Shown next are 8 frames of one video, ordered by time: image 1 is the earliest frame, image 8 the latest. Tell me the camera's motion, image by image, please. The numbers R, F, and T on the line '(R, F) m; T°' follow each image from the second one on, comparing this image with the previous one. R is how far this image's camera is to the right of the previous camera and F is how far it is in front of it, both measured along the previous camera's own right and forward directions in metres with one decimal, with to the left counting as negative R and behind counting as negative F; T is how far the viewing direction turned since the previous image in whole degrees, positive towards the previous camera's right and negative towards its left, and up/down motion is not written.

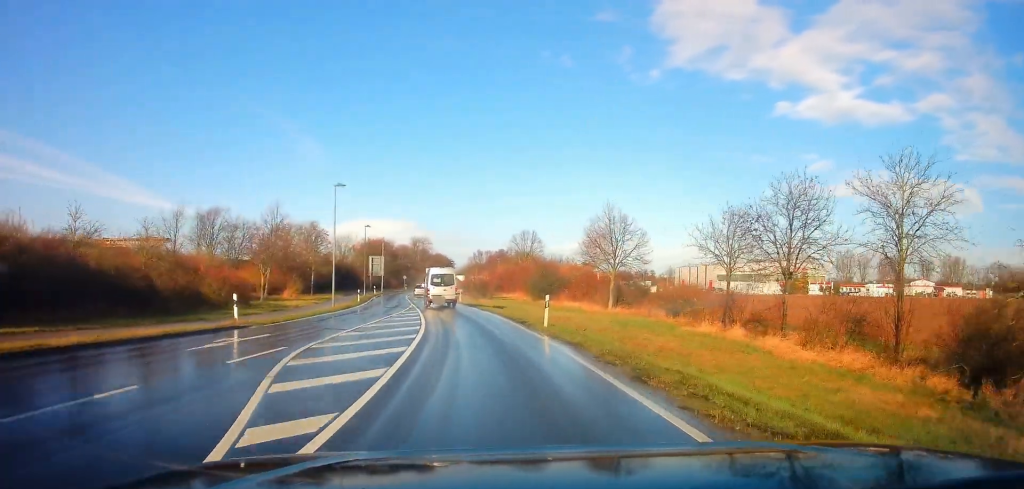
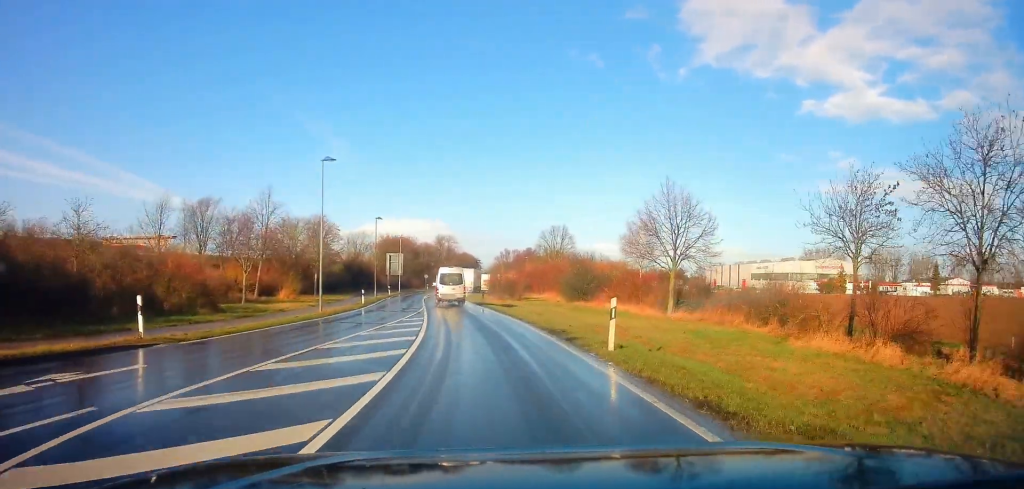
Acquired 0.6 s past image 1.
(-0.1, +7.7) m; -2°
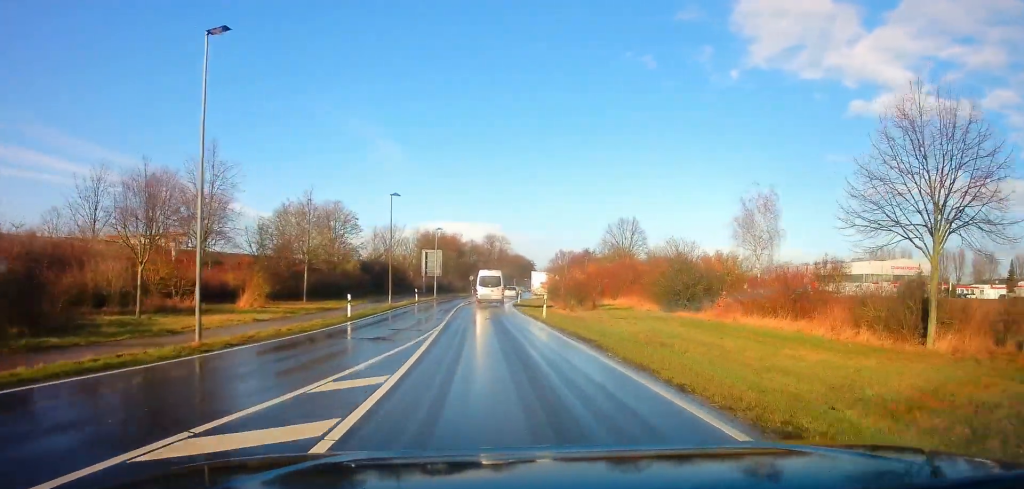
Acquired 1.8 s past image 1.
(-0.7, +16.5) m; -5°
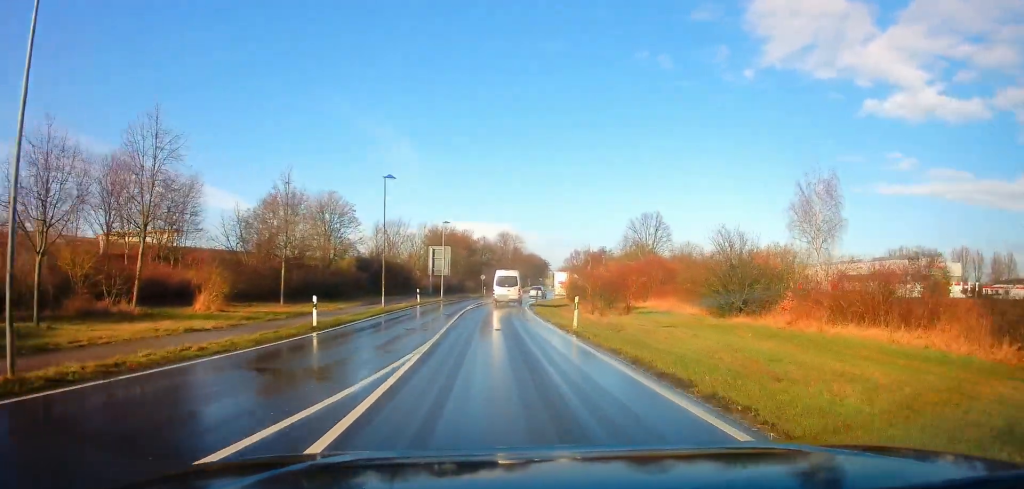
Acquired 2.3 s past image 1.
(-0.1, +6.7) m; -1°
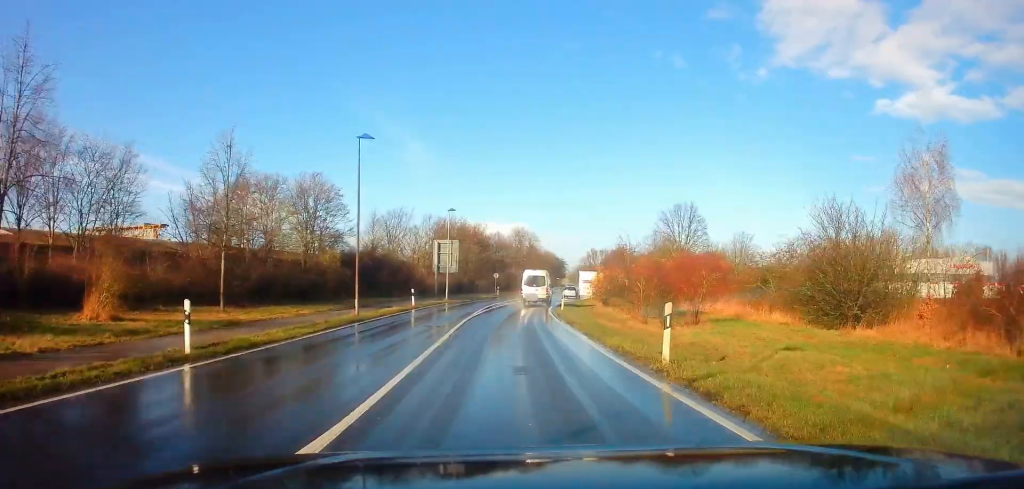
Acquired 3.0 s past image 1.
(-0.1, +9.4) m; 0°
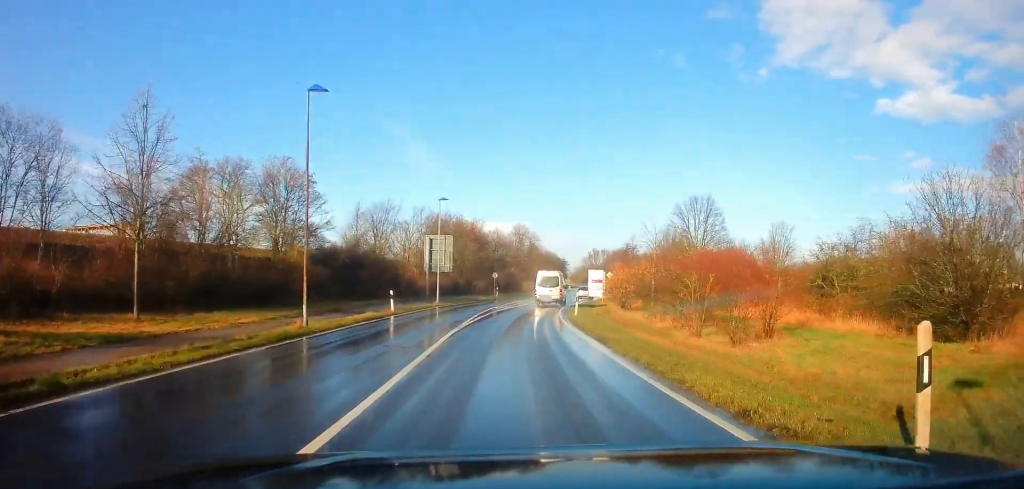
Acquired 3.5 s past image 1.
(0.0, +6.7) m; +1°
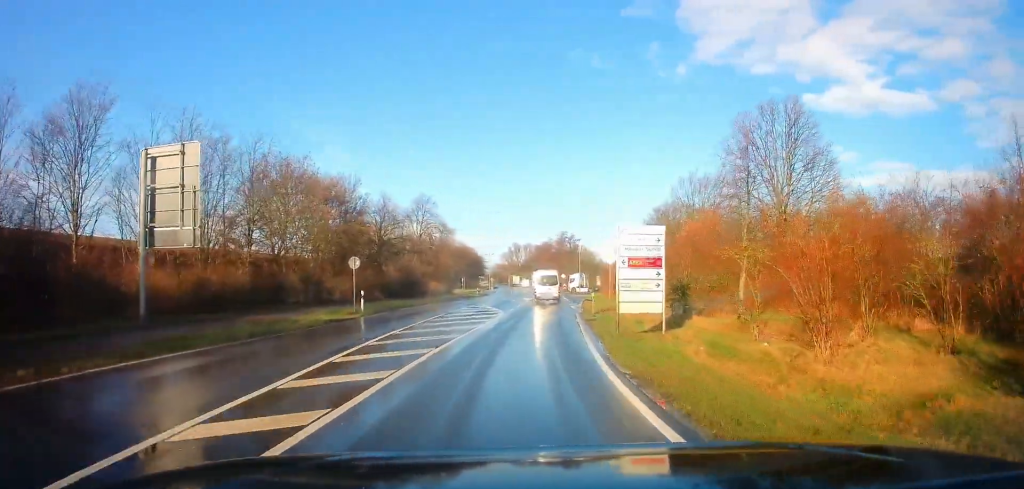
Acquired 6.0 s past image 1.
(+2.5, +37.5) m; +8°
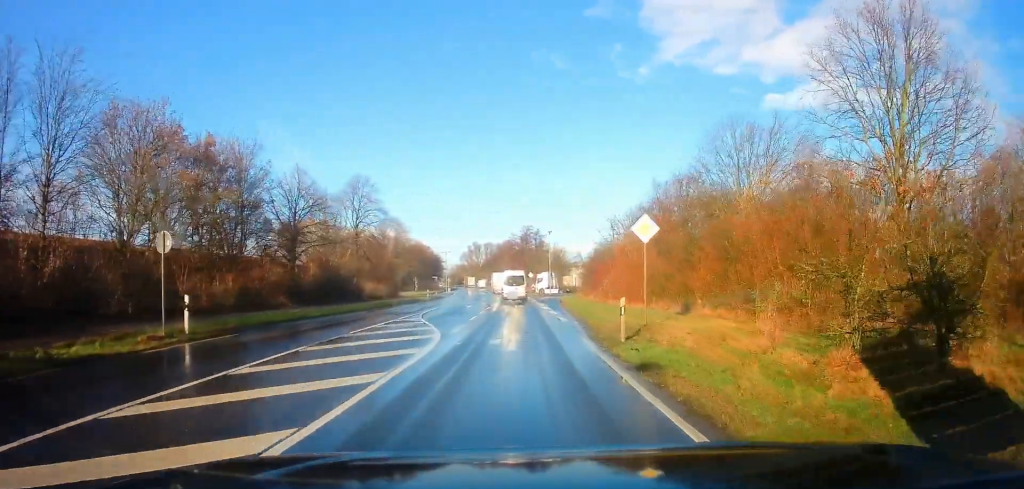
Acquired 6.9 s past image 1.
(+0.5, +14.9) m; +2°
